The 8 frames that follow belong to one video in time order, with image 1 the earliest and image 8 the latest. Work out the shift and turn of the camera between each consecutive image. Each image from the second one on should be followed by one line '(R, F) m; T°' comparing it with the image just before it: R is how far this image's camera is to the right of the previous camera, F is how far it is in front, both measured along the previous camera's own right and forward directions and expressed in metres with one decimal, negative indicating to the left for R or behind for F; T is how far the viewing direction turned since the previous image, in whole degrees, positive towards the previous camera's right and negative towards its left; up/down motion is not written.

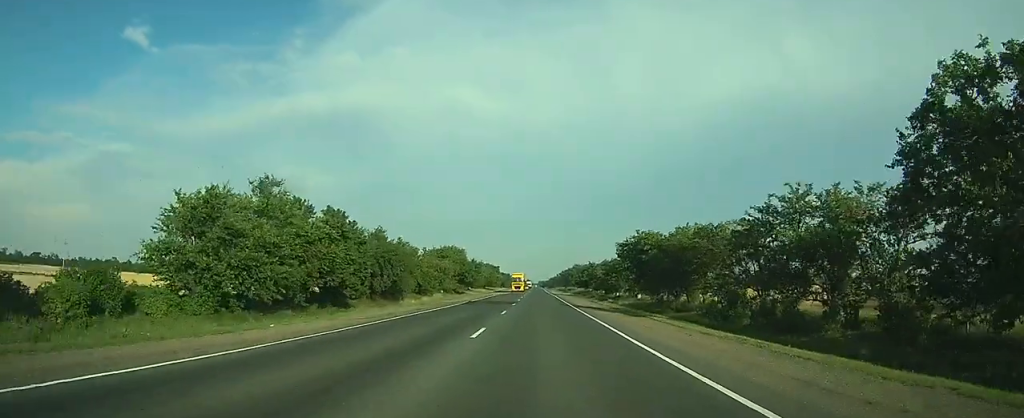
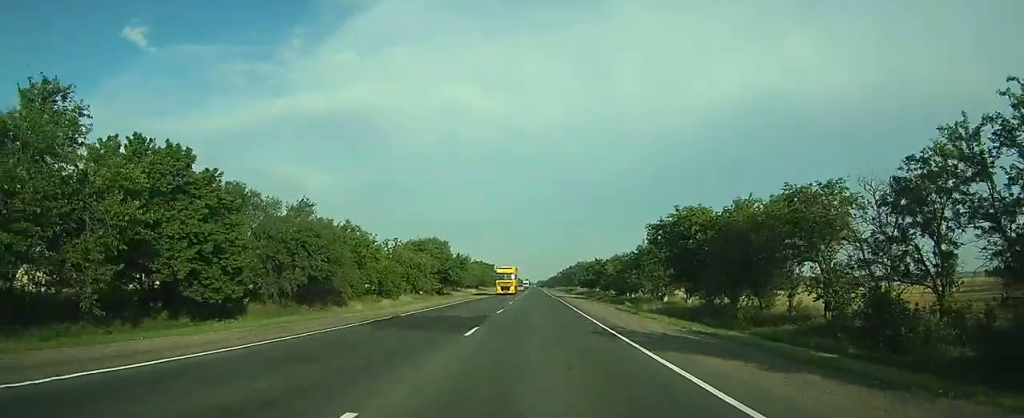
(+0.1, +23.6) m; 0°
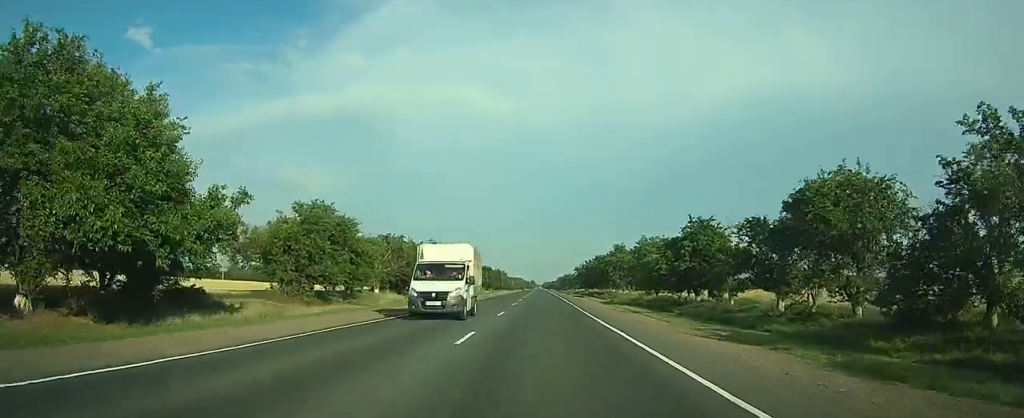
(+0.2, +97.8) m; 0°
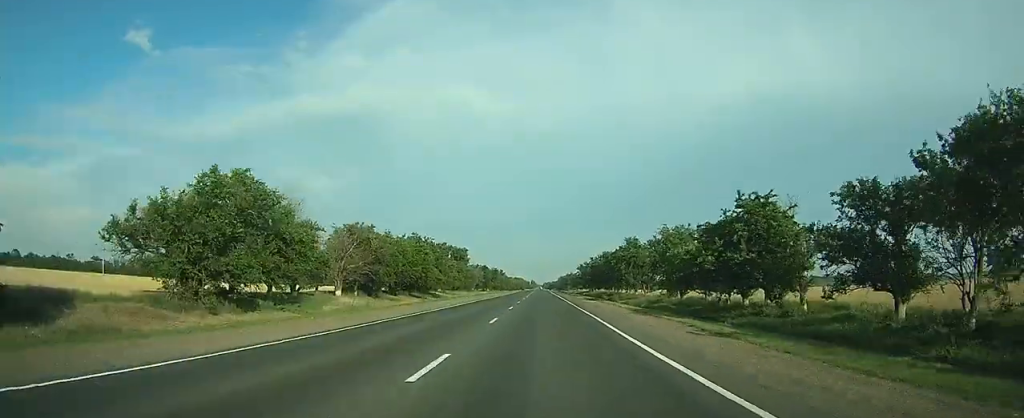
(0.0, +16.5) m; 0°
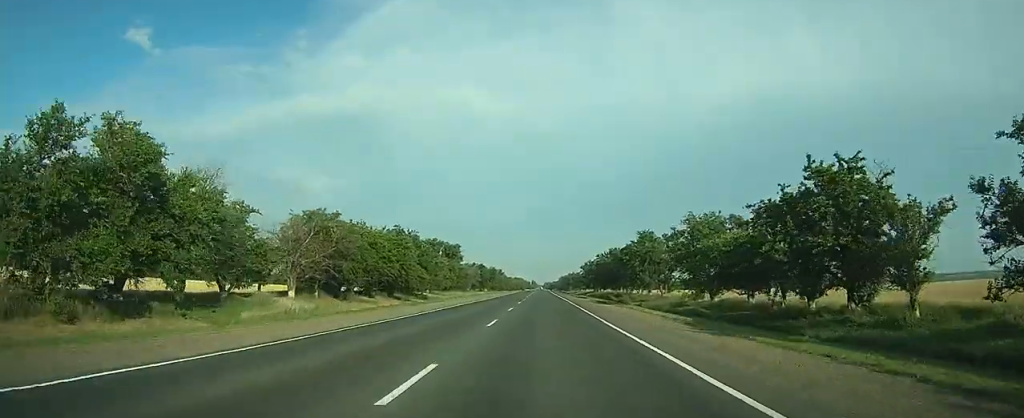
(0.0, +13.6) m; 0°
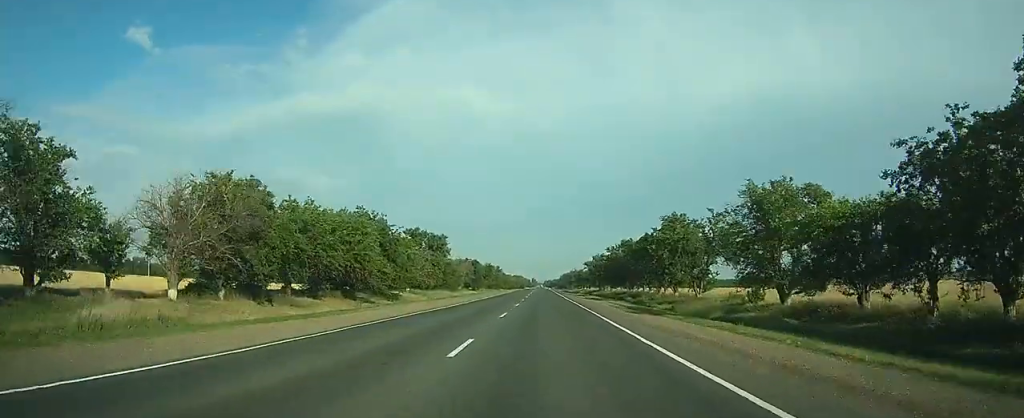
(0.0, +19.4) m; 0°
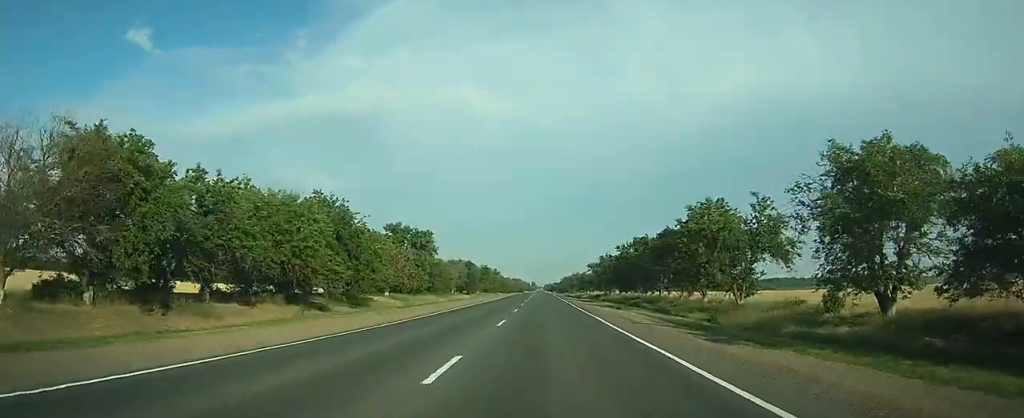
(0.0, +14.5) m; 0°
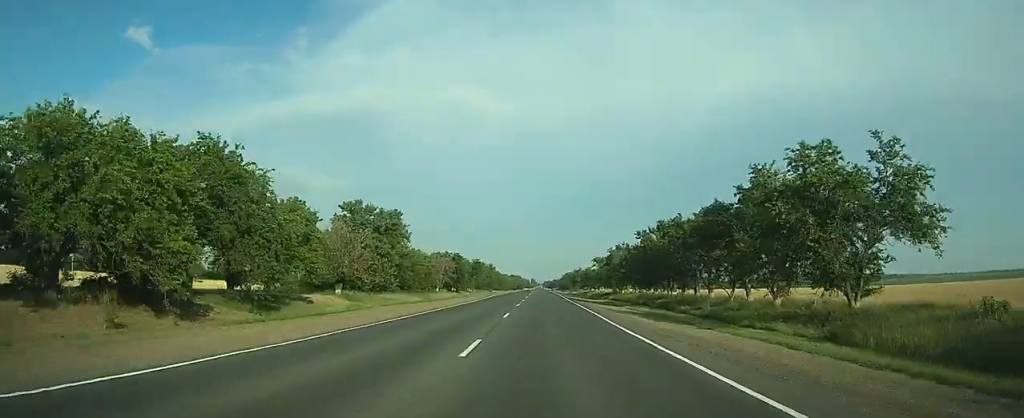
(0.0, +21.3) m; 0°
